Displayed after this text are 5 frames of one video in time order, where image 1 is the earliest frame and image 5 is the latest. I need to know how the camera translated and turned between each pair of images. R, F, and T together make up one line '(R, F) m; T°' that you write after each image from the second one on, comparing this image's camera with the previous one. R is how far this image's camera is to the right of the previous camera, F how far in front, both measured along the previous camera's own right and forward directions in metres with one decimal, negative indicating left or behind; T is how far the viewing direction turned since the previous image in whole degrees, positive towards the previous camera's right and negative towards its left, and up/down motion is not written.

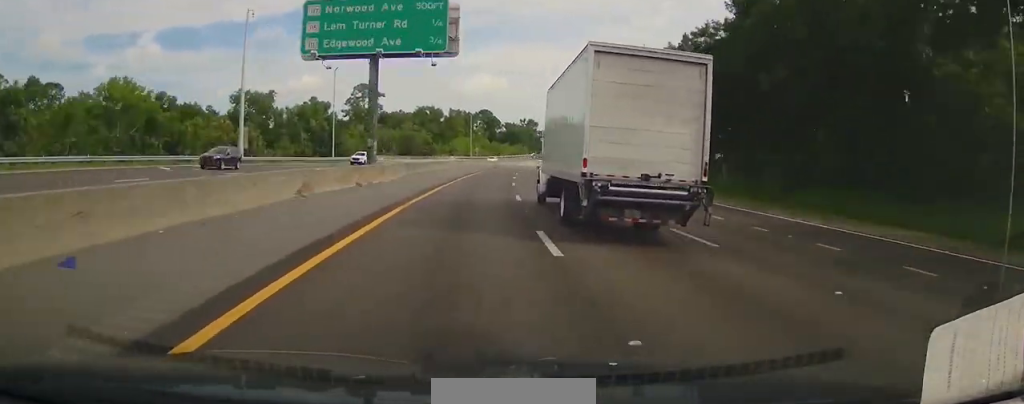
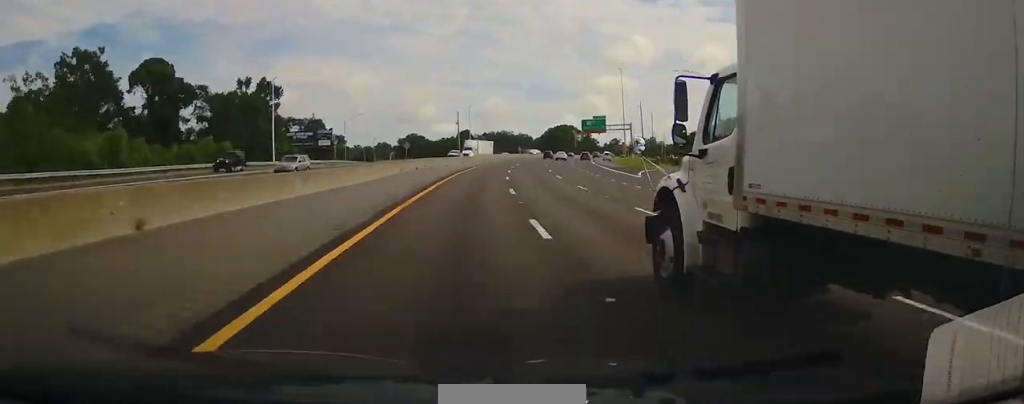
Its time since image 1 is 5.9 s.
(+33.3, +178.4) m; +22°
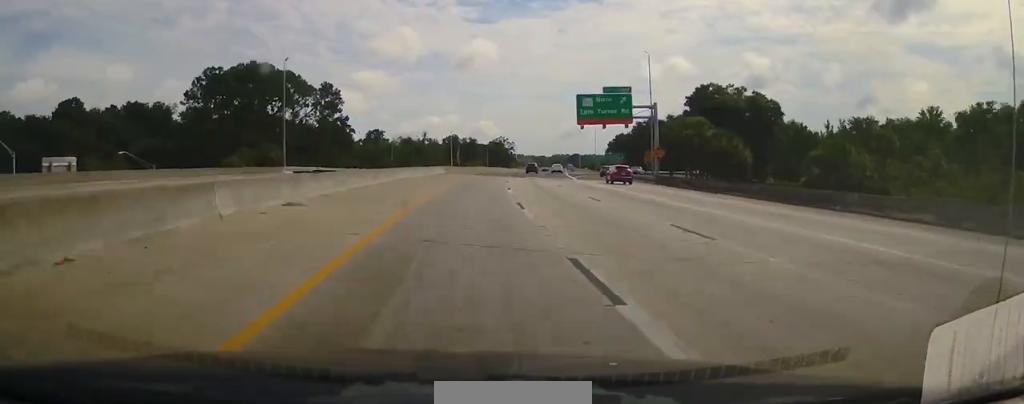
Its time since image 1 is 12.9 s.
(+50.6, +211.5) m; +24°
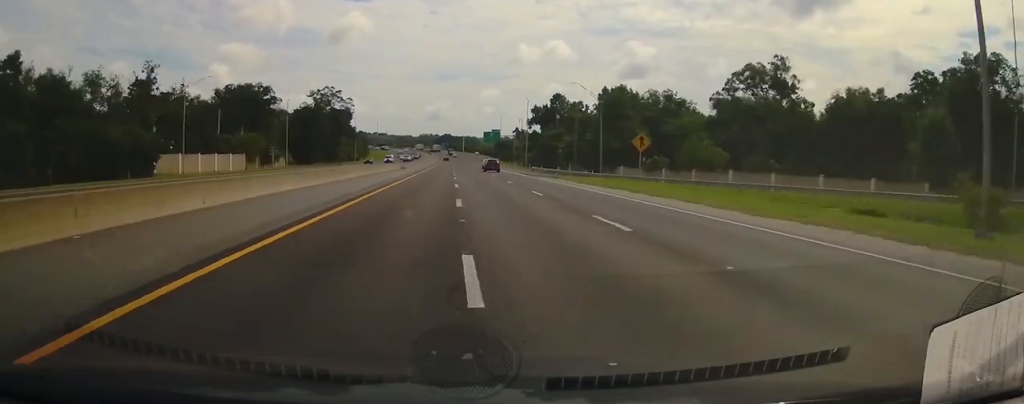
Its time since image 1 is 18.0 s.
(+15.7, +158.7) m; +7°
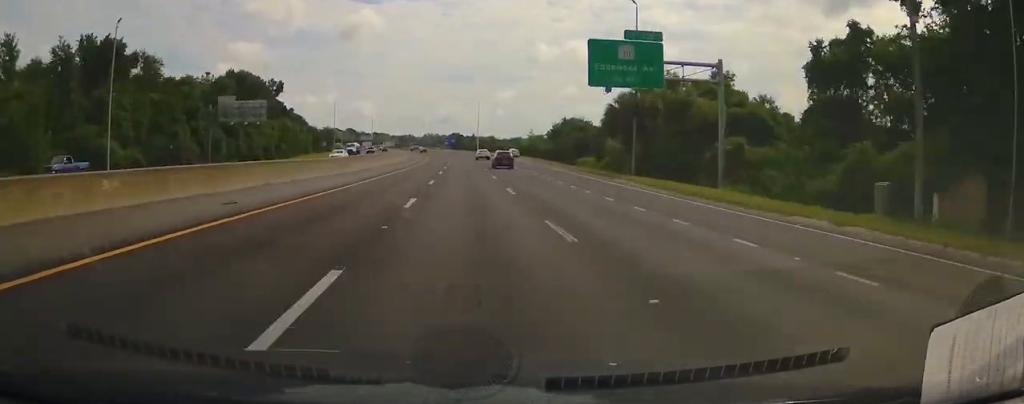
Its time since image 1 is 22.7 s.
(0.0, +148.5) m; -3°
